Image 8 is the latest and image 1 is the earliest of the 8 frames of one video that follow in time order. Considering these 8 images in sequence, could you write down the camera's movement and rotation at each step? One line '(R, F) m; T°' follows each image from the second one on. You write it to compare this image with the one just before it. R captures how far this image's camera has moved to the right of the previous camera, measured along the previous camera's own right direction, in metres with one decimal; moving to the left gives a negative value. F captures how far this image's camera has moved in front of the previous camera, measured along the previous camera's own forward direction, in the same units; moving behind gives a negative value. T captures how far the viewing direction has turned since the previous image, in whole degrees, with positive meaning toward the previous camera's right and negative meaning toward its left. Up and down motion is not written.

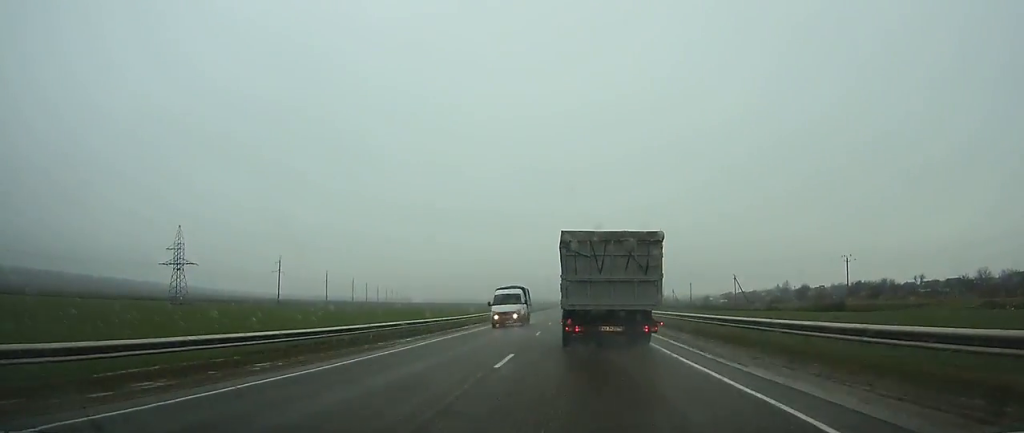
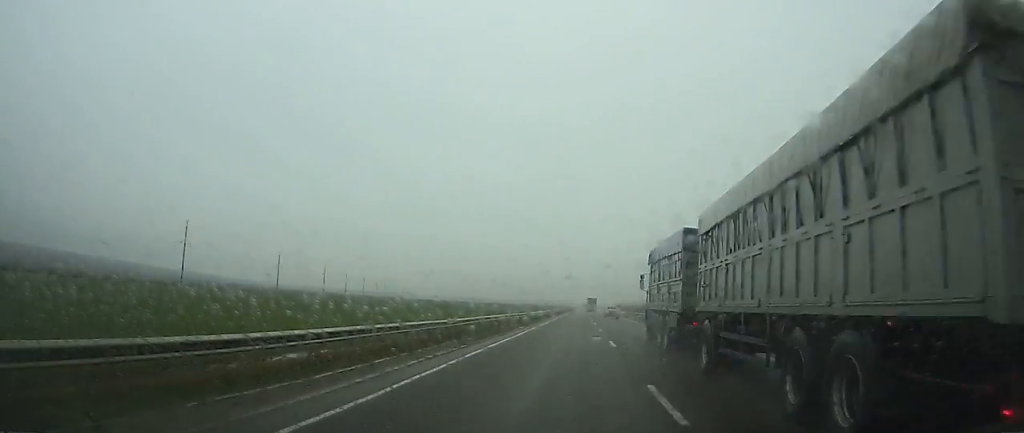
(-0.7, +81.3) m; 0°
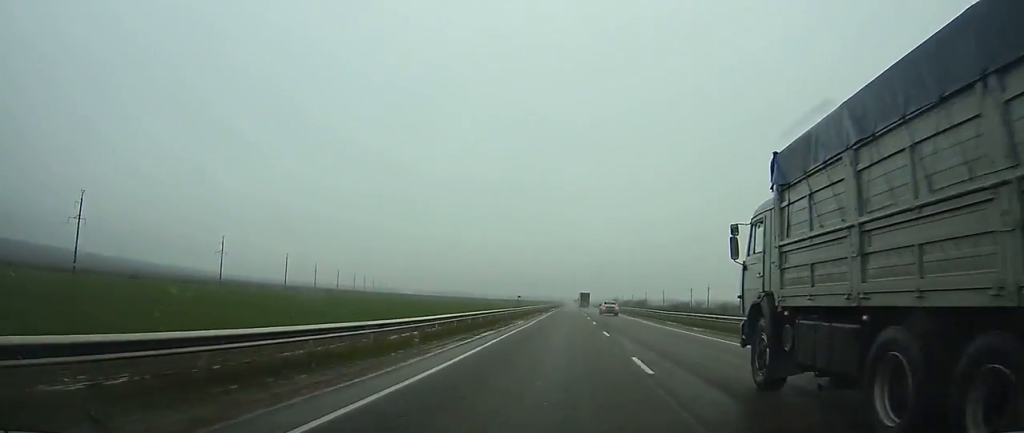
(+0.5, +43.5) m; +1°
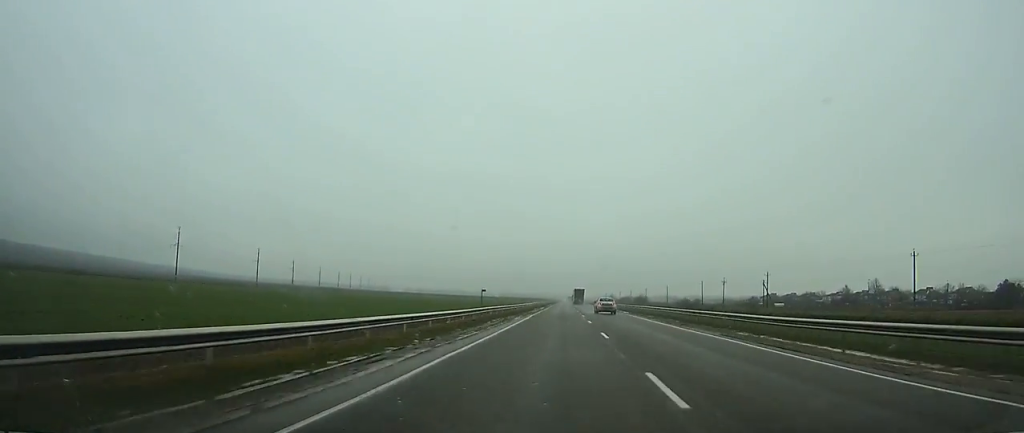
(+0.1, +26.5) m; +1°
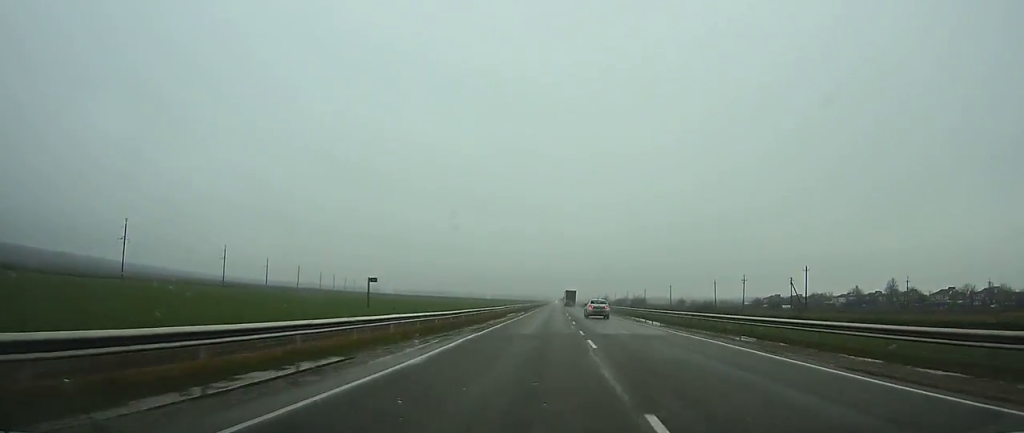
(+0.2, +26.6) m; 0°
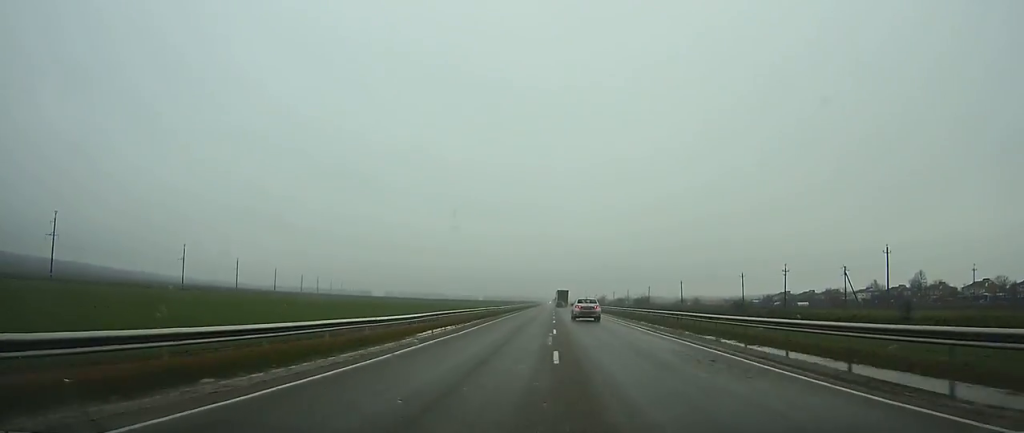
(+0.1, +31.2) m; 0°
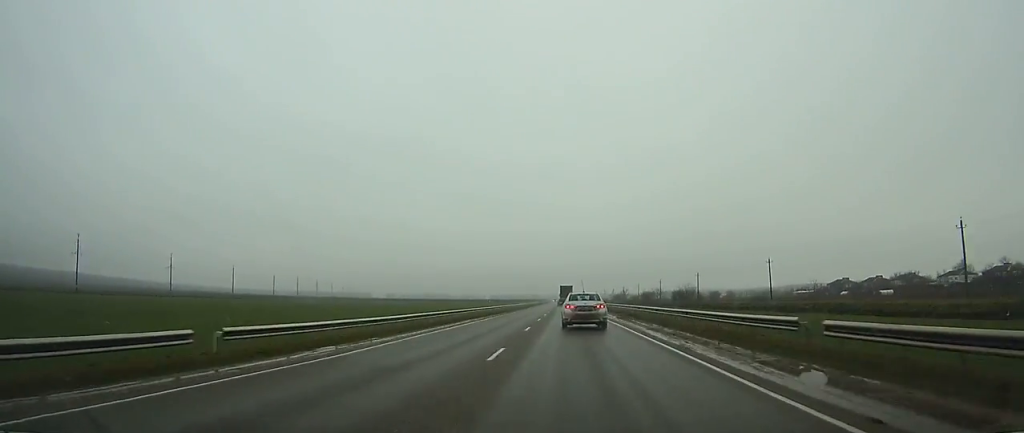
(+0.2, +76.1) m; 0°
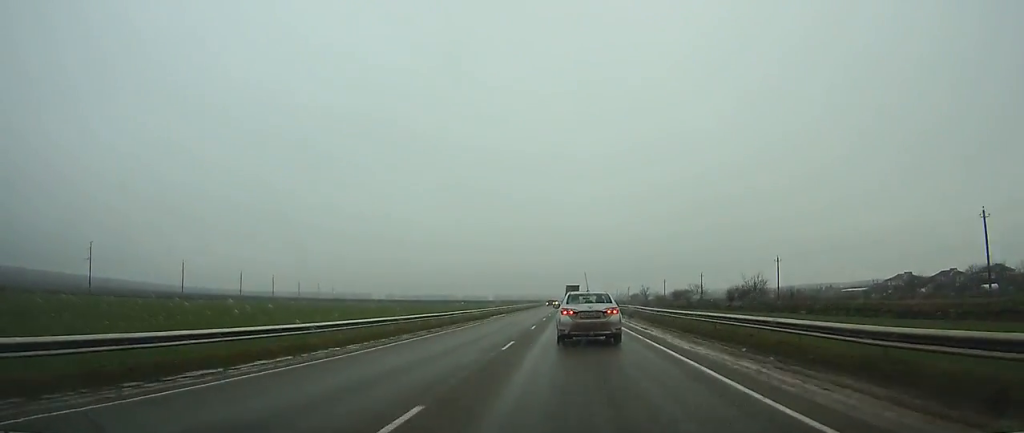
(-0.2, +63.0) m; -1°
